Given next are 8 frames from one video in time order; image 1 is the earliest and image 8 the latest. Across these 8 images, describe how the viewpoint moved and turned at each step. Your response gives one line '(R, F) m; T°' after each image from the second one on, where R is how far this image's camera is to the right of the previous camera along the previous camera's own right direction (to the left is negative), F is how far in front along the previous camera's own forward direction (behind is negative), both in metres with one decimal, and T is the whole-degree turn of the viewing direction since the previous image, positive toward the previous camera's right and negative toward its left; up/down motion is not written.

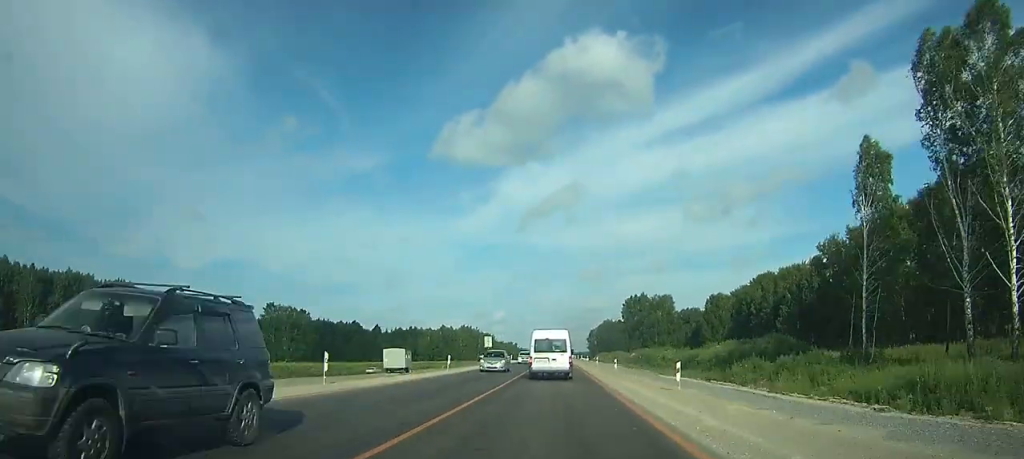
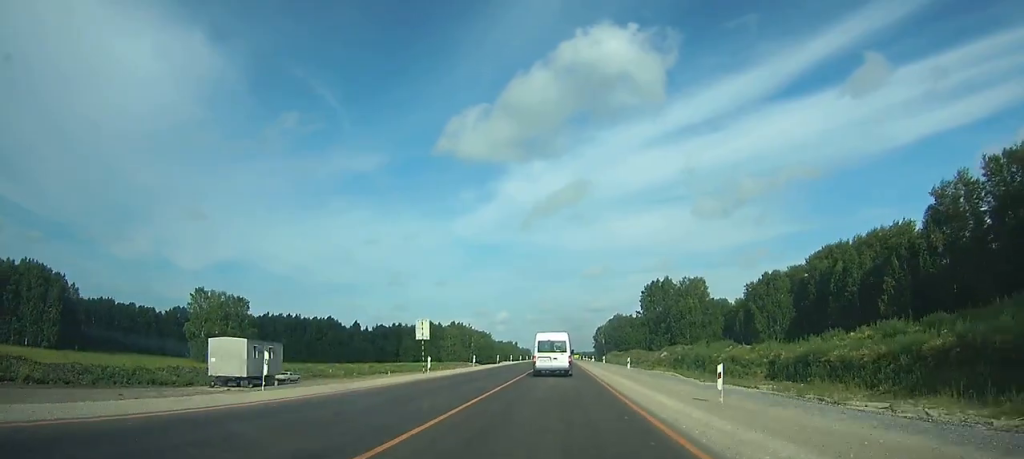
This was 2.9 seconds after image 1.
(0.0, +45.1) m; 0°
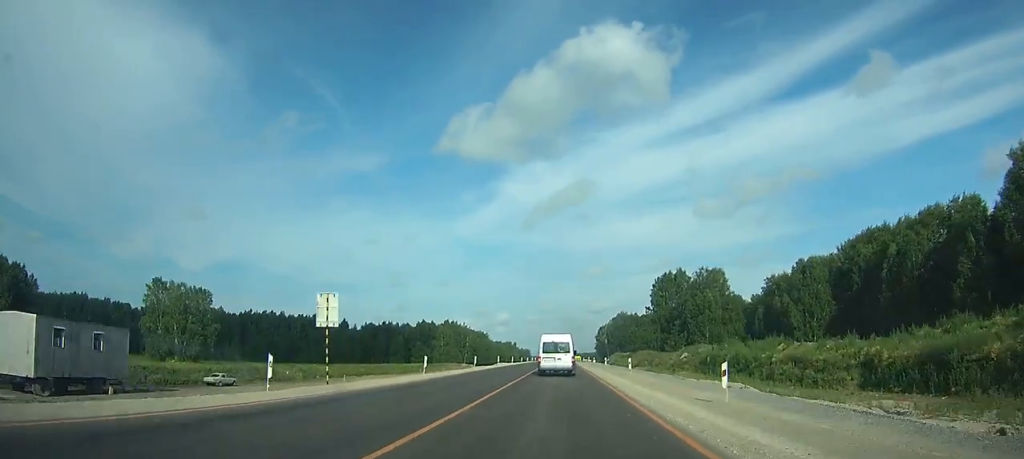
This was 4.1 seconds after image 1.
(0.0, +19.7) m; 0°
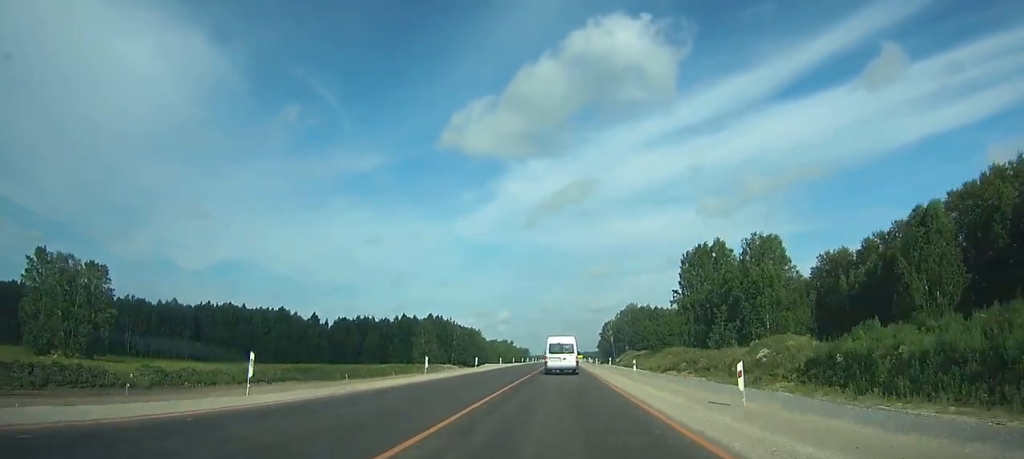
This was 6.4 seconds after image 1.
(+0.1, +38.2) m; 0°
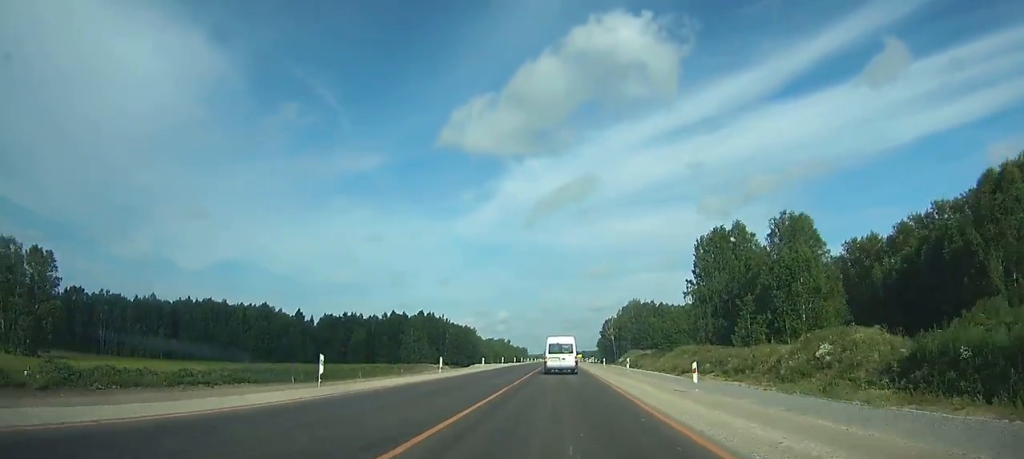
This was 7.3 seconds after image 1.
(0.0, +14.0) m; 0°
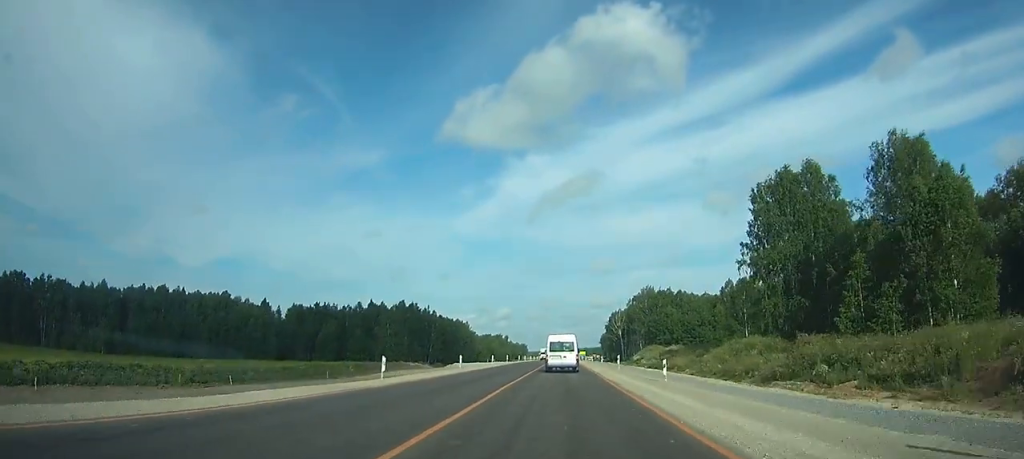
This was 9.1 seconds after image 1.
(0.0, +30.1) m; 0°
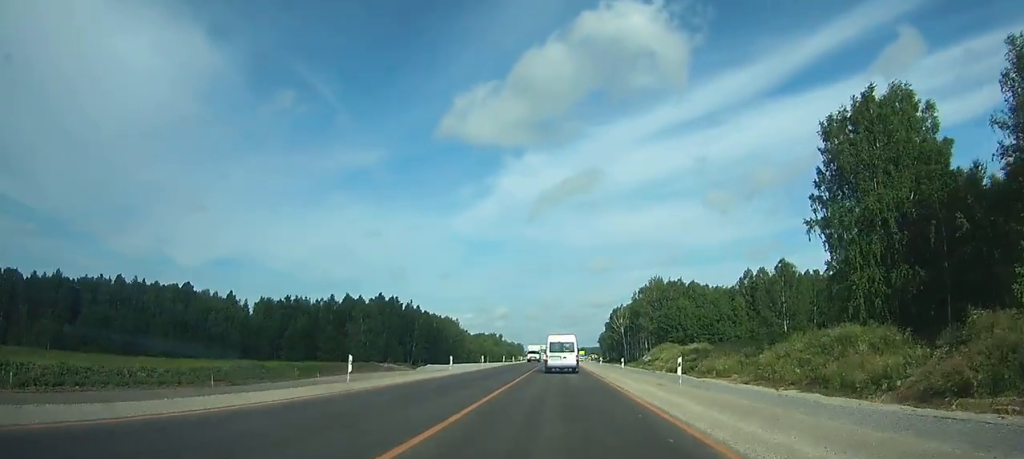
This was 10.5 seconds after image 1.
(0.0, +22.6) m; 0°
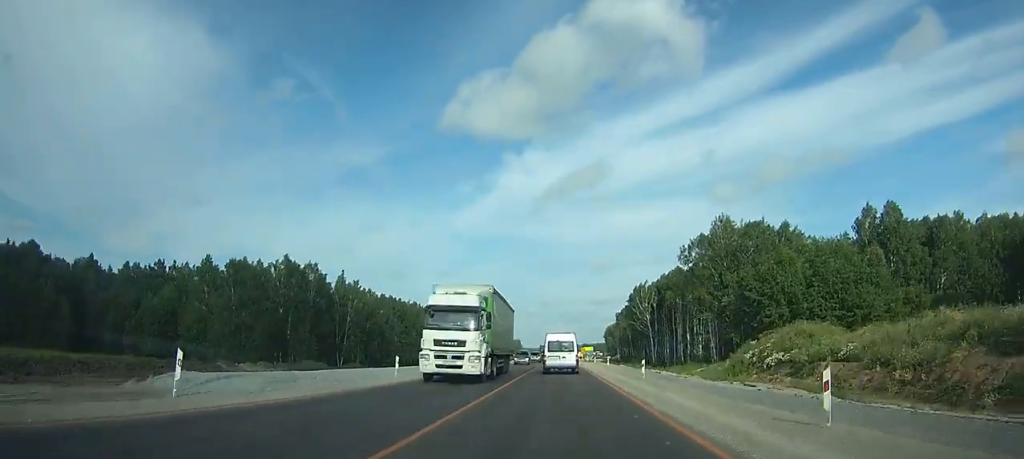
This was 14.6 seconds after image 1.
(-0.2, +70.0) m; 0°
